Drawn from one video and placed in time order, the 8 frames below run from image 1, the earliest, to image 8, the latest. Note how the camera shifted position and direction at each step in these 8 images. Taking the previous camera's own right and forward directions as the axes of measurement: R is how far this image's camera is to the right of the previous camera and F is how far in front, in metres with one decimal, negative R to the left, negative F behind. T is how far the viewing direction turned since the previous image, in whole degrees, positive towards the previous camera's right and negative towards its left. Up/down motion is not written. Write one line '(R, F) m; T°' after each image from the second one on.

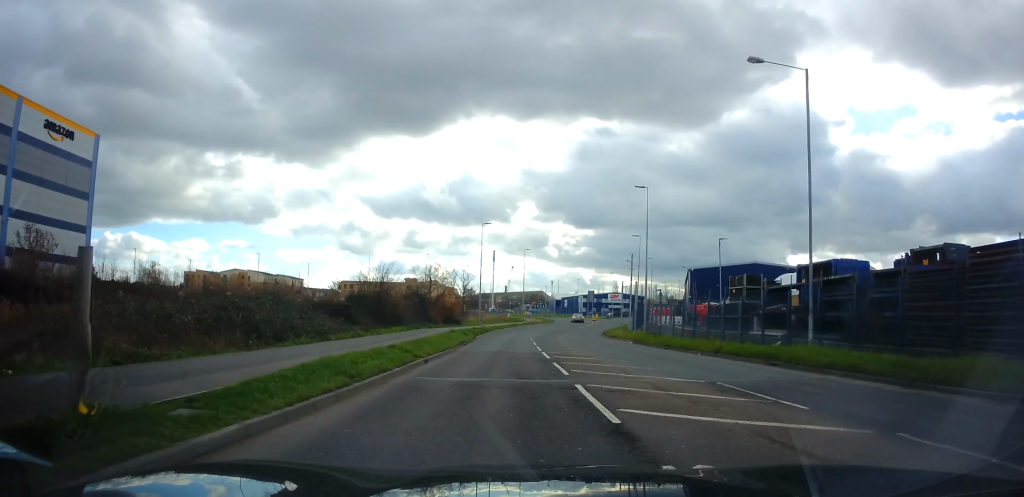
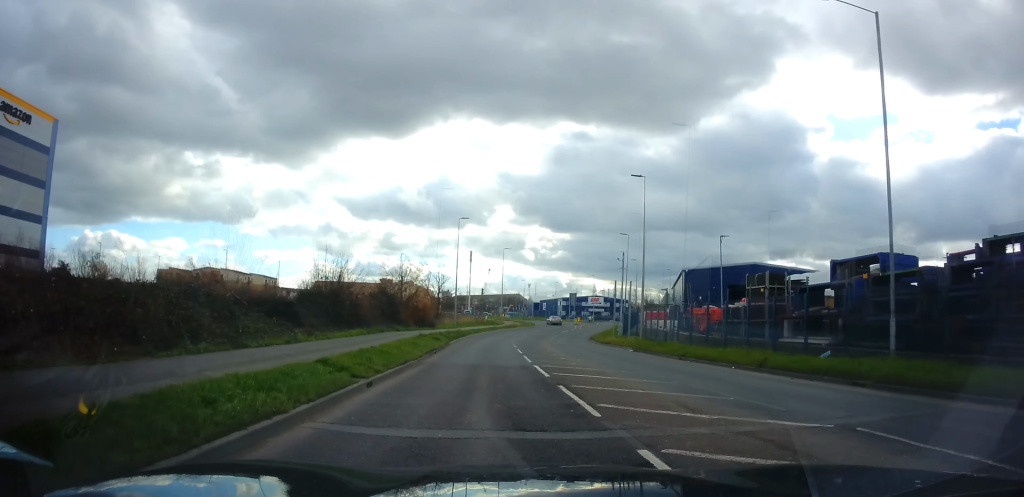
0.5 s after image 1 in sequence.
(+0.3, +6.0) m; +2°
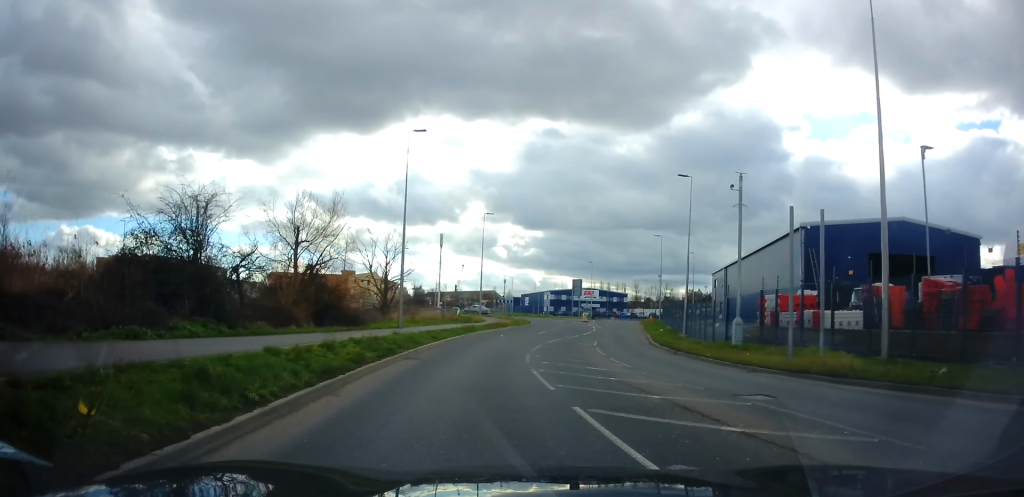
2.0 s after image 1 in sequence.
(+0.6, +19.9) m; +3°
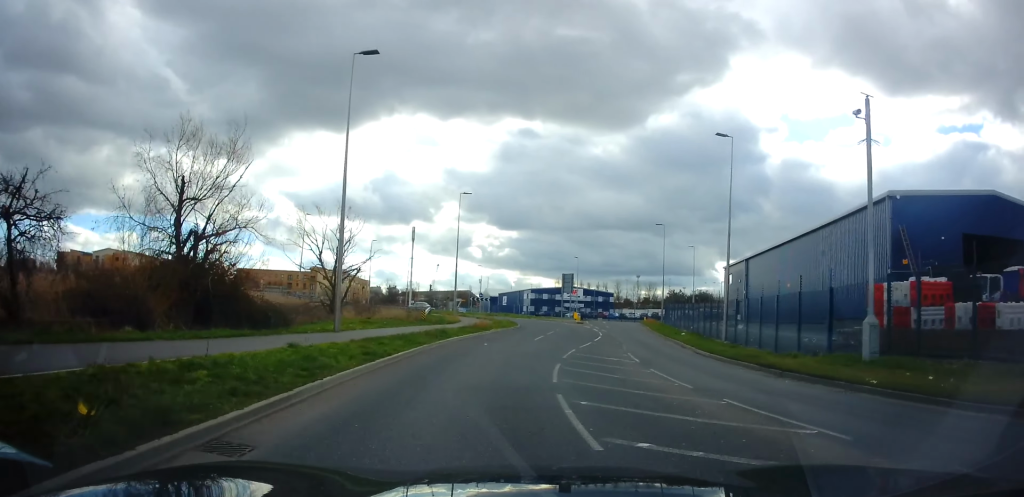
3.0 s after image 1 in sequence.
(+0.1, +12.2) m; +3°
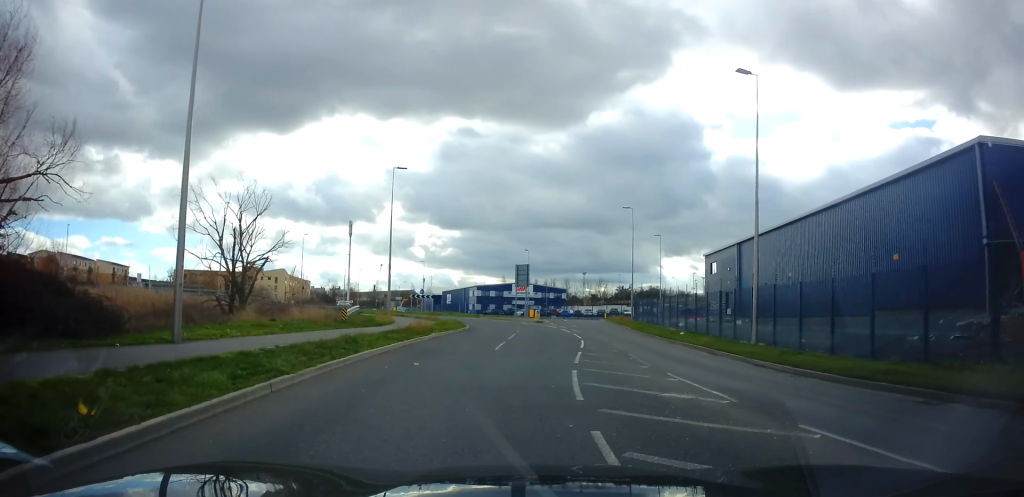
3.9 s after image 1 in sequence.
(+0.2, +10.2) m; +5°
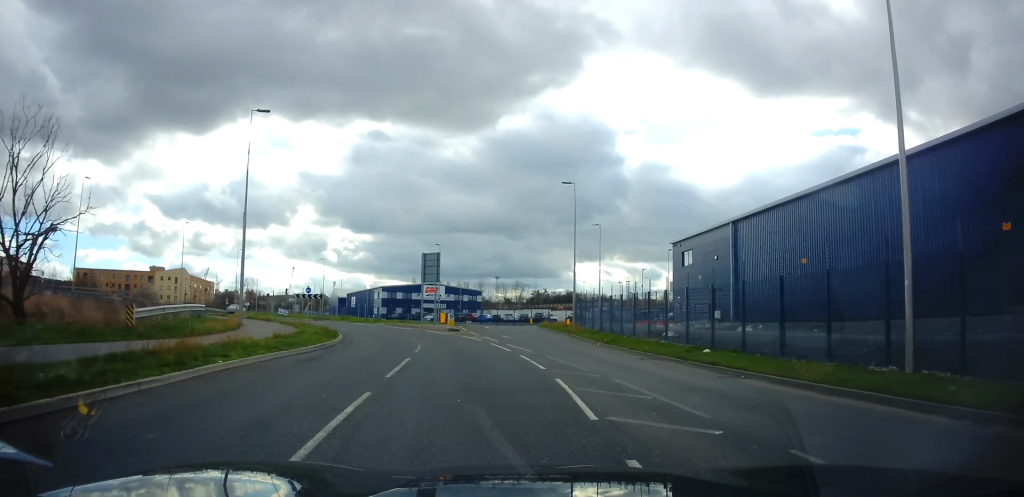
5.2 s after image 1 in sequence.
(+1.3, +14.6) m; +7°
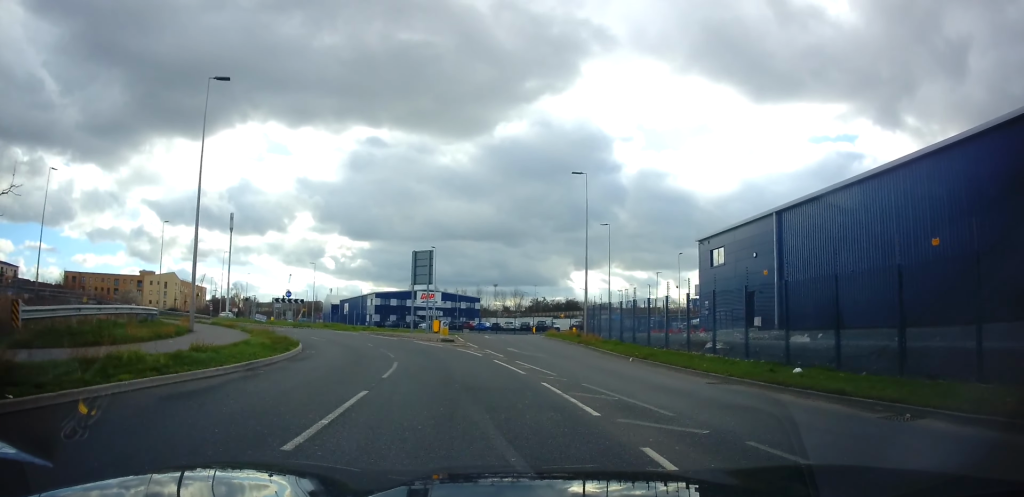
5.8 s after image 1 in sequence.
(+0.2, +6.1) m; +1°
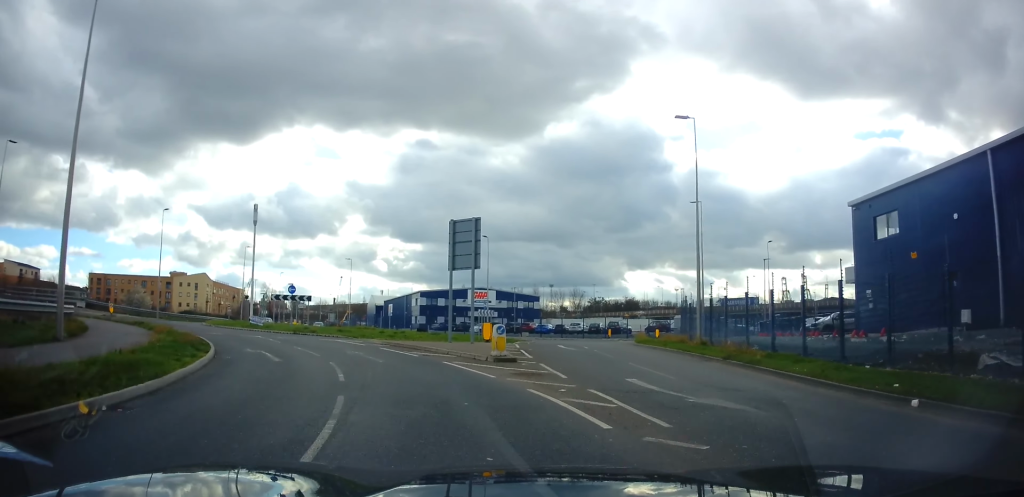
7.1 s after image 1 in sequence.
(-0.1, +12.8) m; -4°
